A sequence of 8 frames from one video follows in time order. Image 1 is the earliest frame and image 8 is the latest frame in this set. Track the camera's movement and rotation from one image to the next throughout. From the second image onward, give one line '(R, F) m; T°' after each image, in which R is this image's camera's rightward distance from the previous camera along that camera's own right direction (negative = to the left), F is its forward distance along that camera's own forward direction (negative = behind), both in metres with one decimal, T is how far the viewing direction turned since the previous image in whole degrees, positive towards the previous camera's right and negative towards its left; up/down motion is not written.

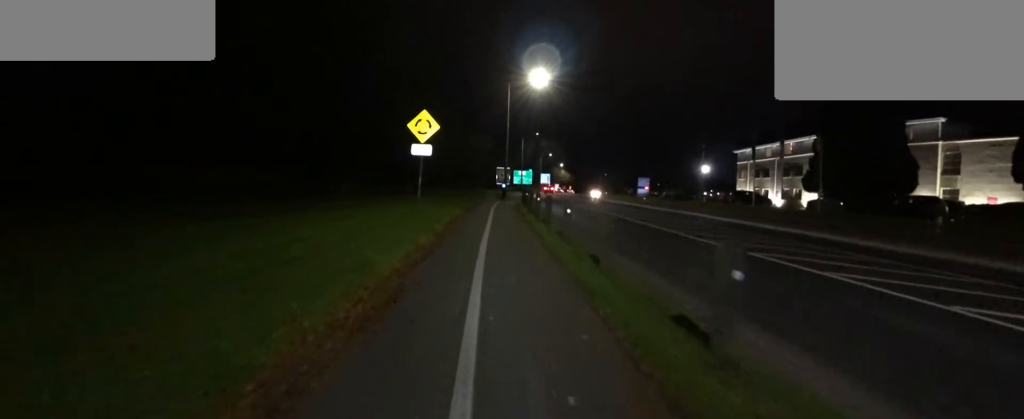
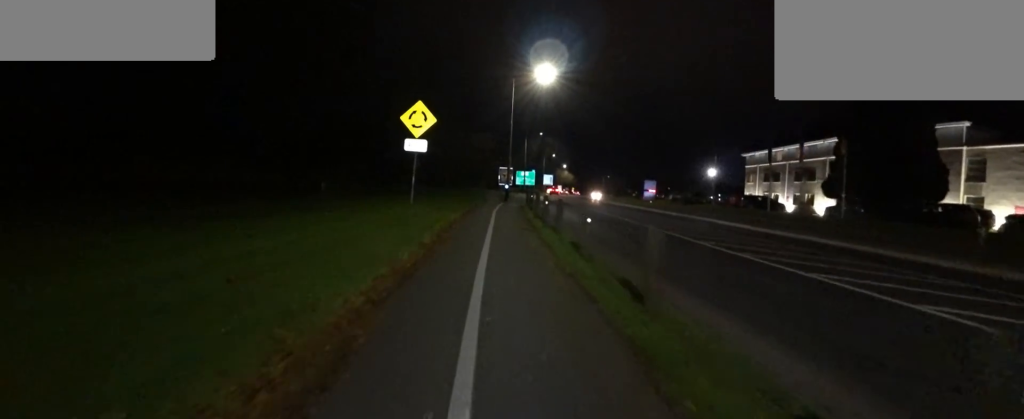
(-0.1, +1.8) m; 0°
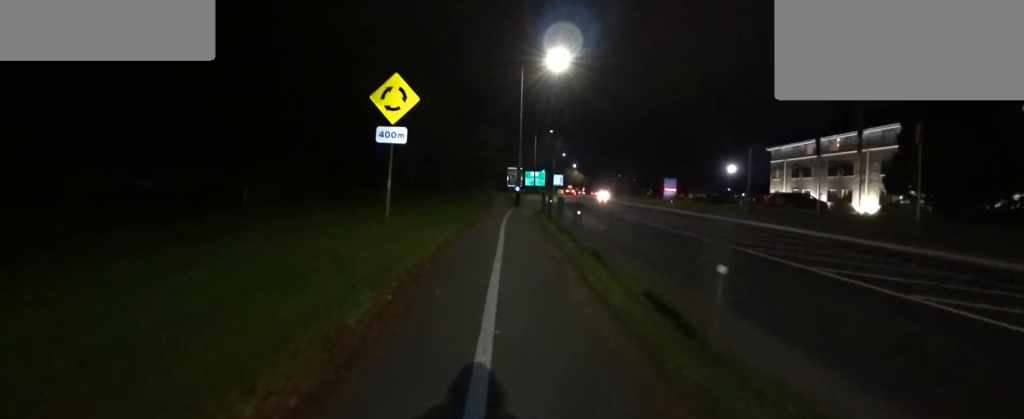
(+0.4, +4.0) m; 0°
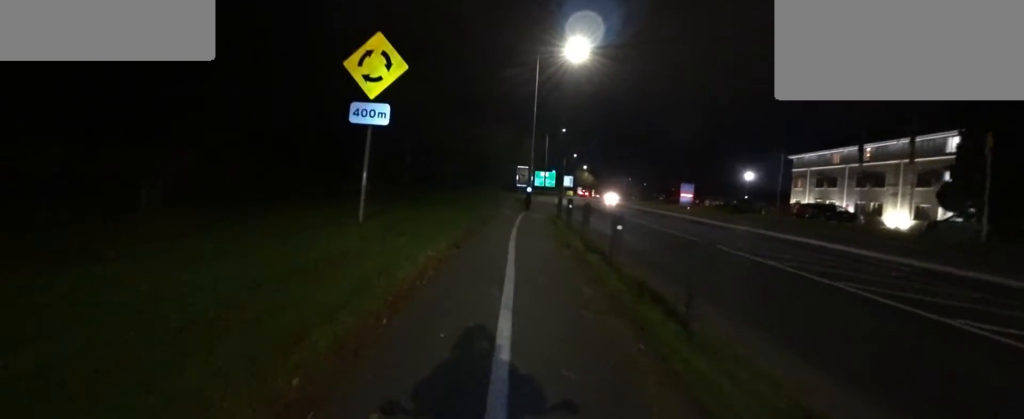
(-0.2, +2.6) m; +1°
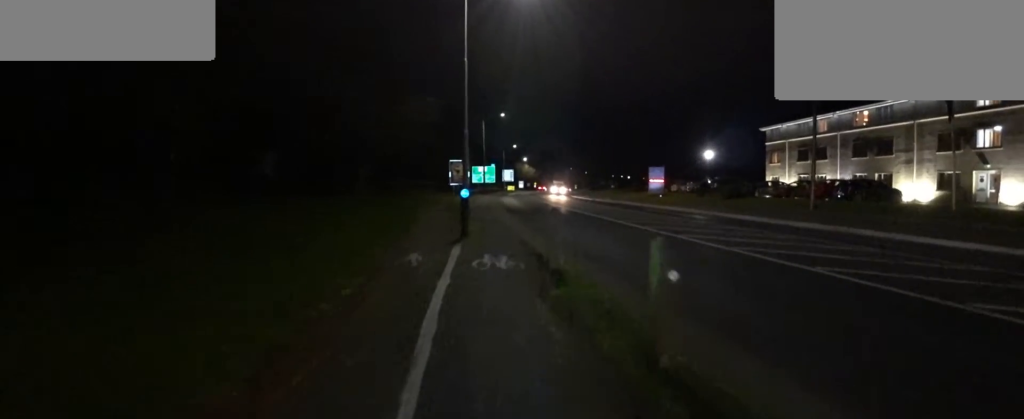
(+0.9, +9.9) m; +4°
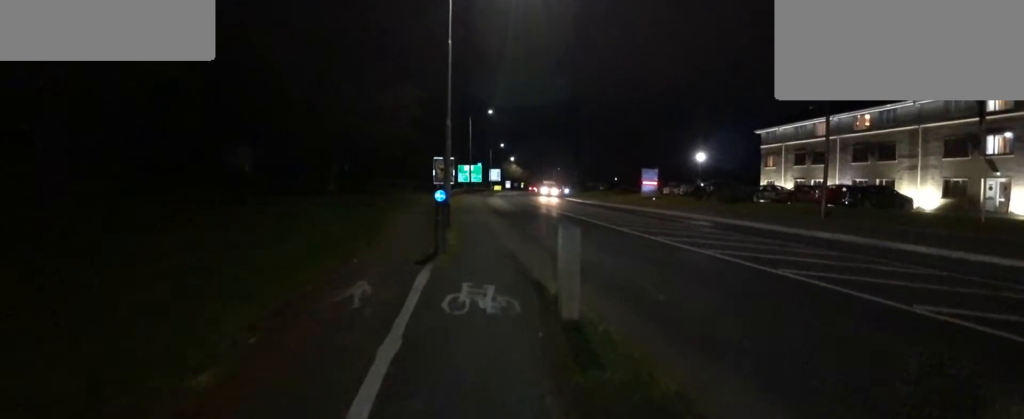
(+0.3, +2.0) m; -4°
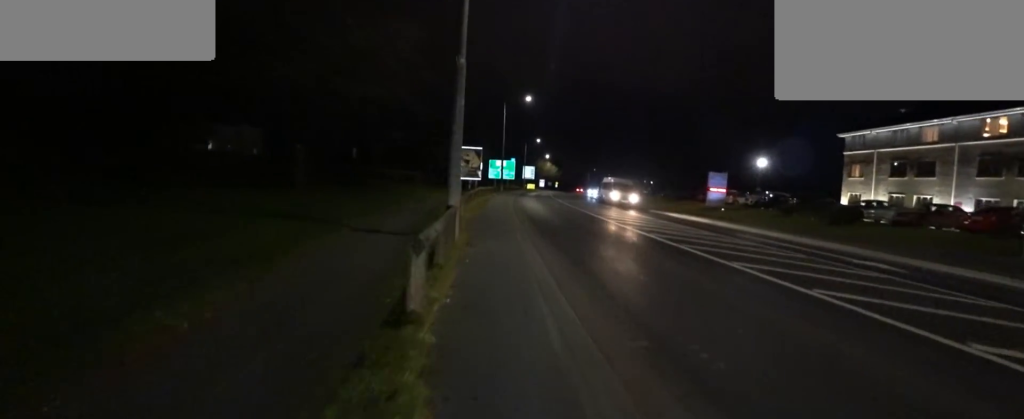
(-0.5, +6.9) m; 0°
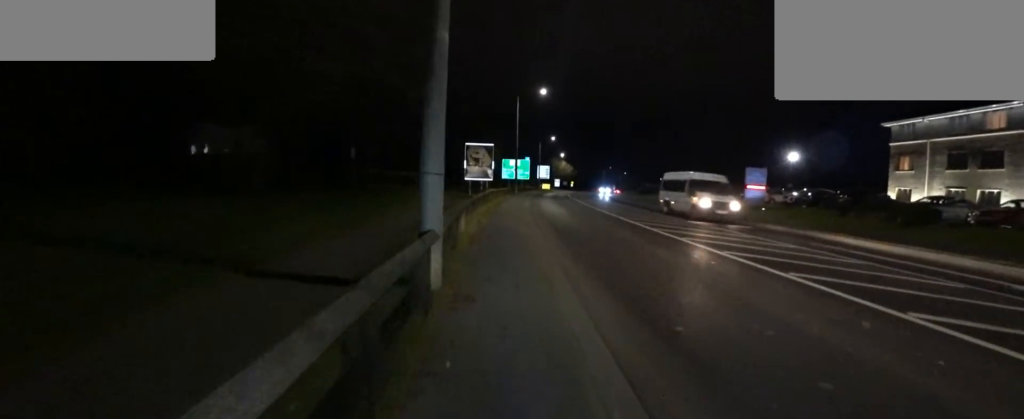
(+0.4, +3.5) m; 0°
